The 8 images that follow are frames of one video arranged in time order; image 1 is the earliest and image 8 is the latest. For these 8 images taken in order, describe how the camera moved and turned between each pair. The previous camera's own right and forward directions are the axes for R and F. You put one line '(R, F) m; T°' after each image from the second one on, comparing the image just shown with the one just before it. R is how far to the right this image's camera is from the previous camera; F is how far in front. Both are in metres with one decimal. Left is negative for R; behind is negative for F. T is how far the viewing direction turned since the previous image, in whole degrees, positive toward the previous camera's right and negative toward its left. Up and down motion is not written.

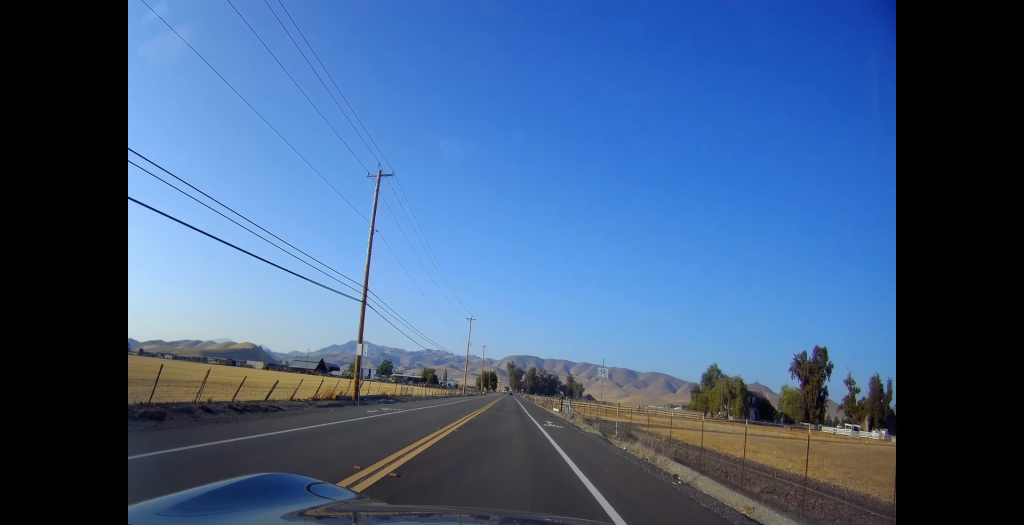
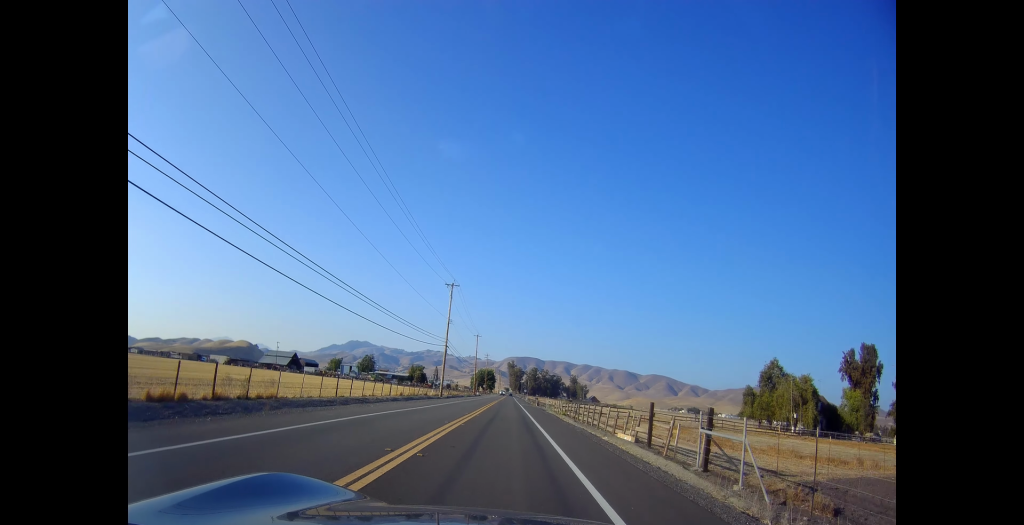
(0.0, +36.1) m; 0°
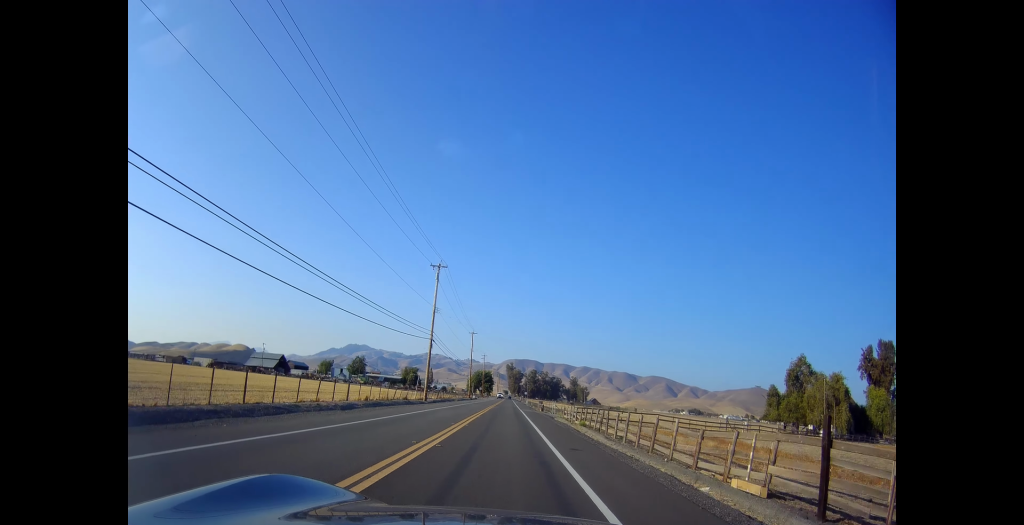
(0.0, +12.8) m; 0°
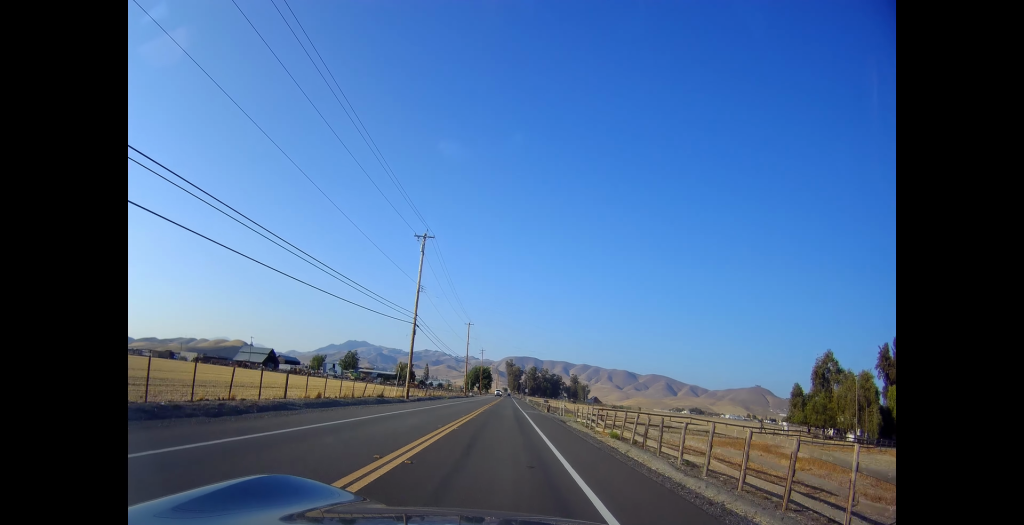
(0.0, +10.7) m; 0°
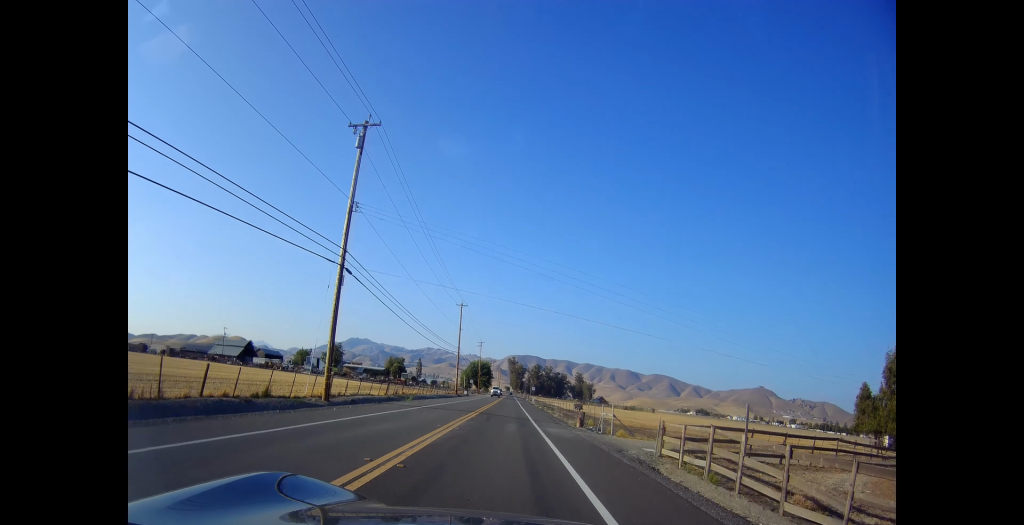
(0.0, +23.5) m; 0°
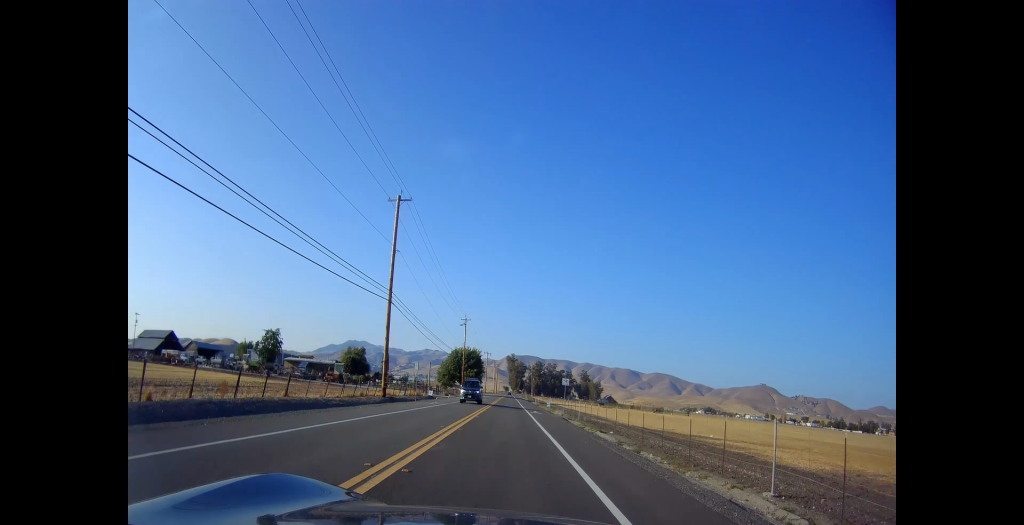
(0.0, +53.8) m; 0°
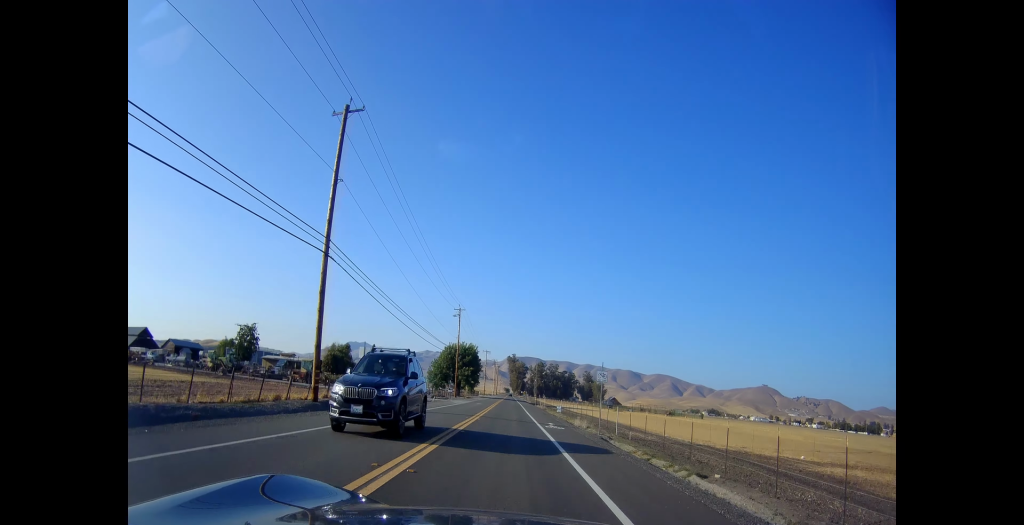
(0.0, +15.1) m; 0°
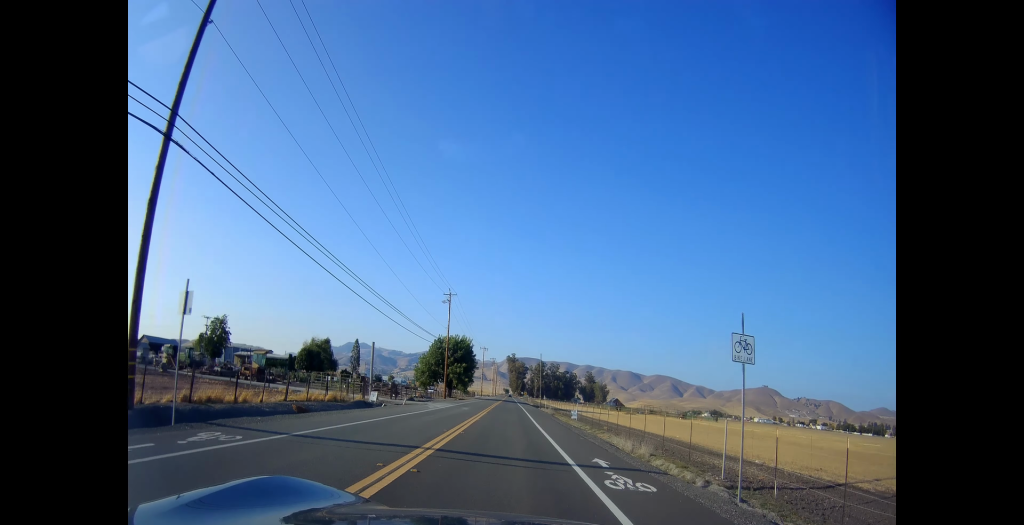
(0.0, +15.1) m; 0°
